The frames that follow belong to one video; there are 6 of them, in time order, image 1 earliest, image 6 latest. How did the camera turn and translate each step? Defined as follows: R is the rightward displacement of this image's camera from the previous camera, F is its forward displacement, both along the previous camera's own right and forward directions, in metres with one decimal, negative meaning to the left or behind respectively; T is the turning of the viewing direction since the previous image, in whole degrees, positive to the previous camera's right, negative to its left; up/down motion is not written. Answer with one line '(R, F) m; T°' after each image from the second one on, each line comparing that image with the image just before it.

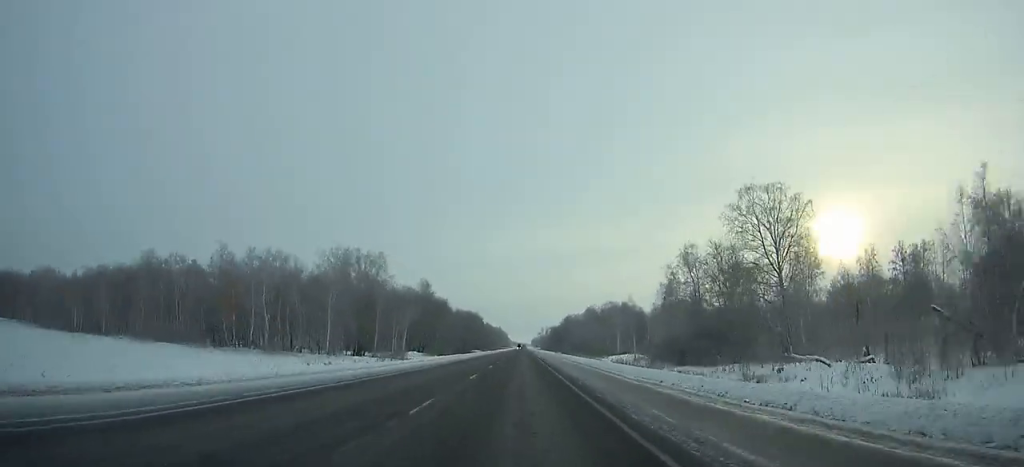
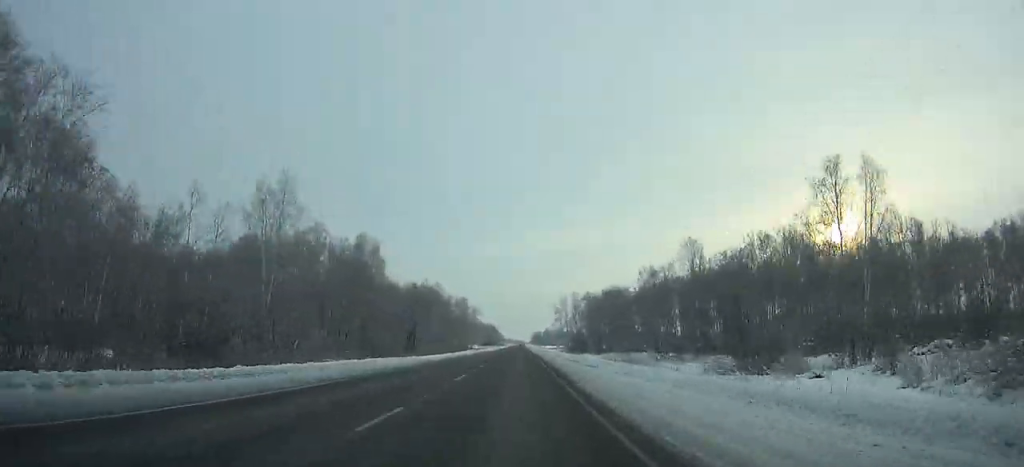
(+0.6, +315.6) m; 0°
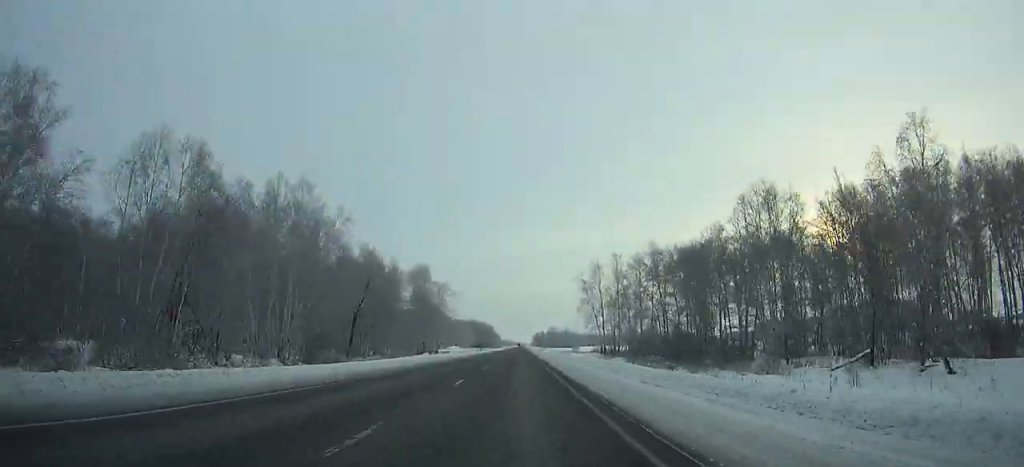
(-0.1, +97.9) m; 0°
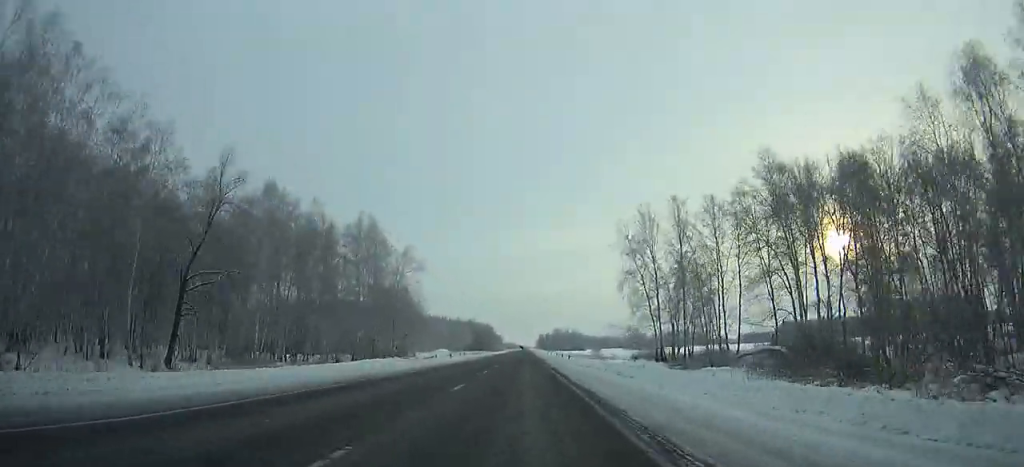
(-0.1, +50.1) m; 0°
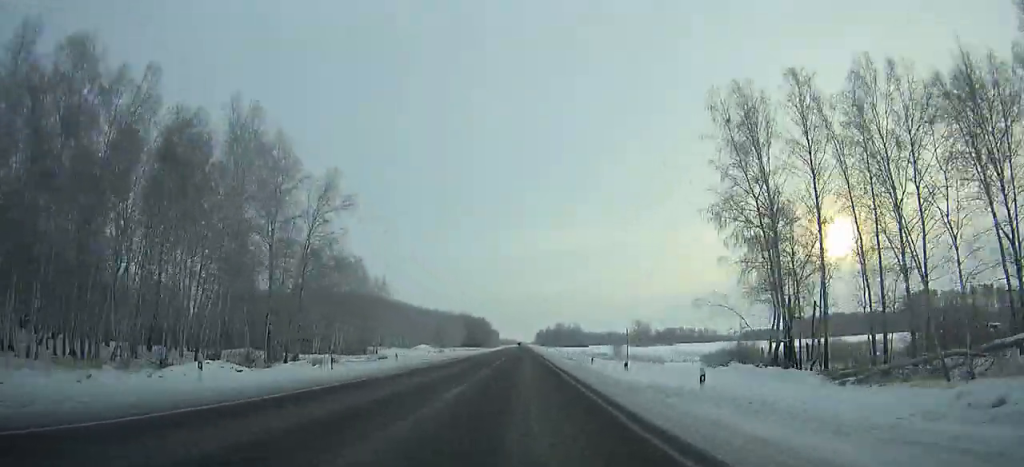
(0.0, +38.0) m; 0°
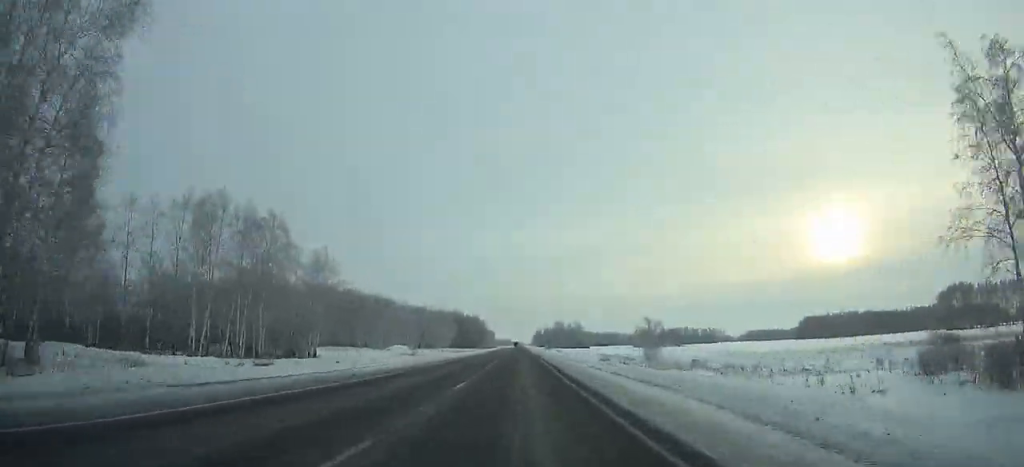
(0.0, +33.2) m; 0°
